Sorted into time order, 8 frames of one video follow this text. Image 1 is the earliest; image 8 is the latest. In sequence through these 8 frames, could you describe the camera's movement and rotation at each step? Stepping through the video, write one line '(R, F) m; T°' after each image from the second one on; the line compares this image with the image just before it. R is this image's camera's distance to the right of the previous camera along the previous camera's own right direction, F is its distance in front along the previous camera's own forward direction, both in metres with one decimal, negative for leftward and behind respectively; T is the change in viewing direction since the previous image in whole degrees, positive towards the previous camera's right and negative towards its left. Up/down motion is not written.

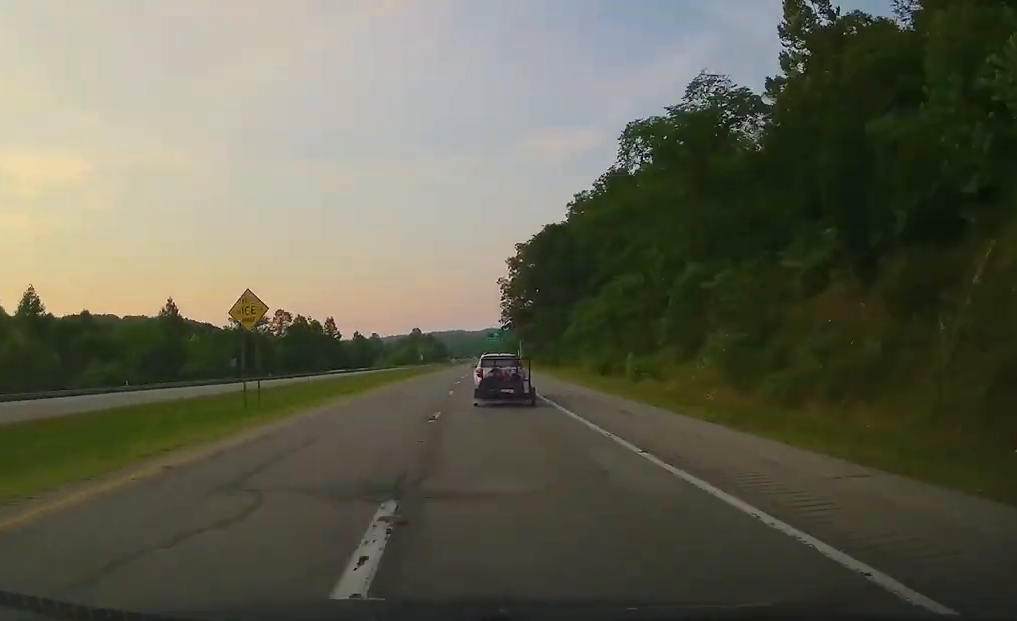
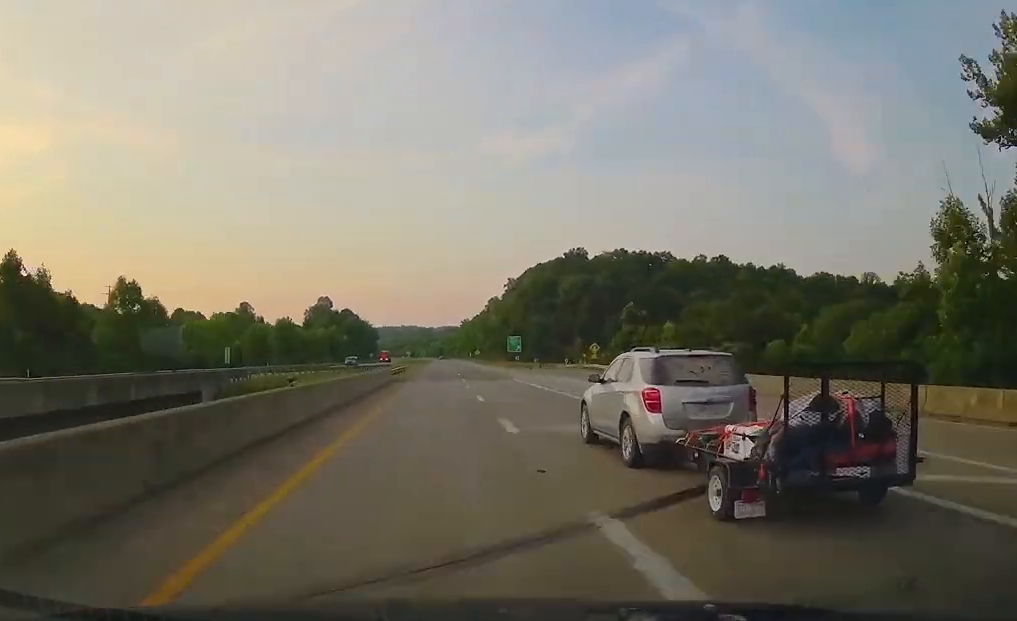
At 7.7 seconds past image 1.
(+12.1, +258.7) m; +4°
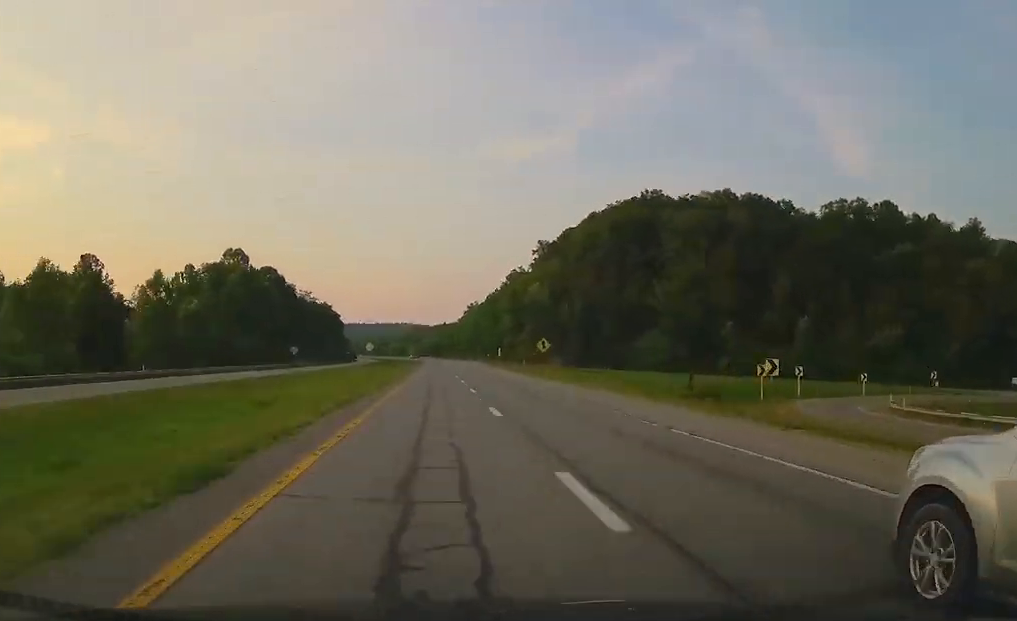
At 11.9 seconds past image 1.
(+0.5, +139.7) m; -1°
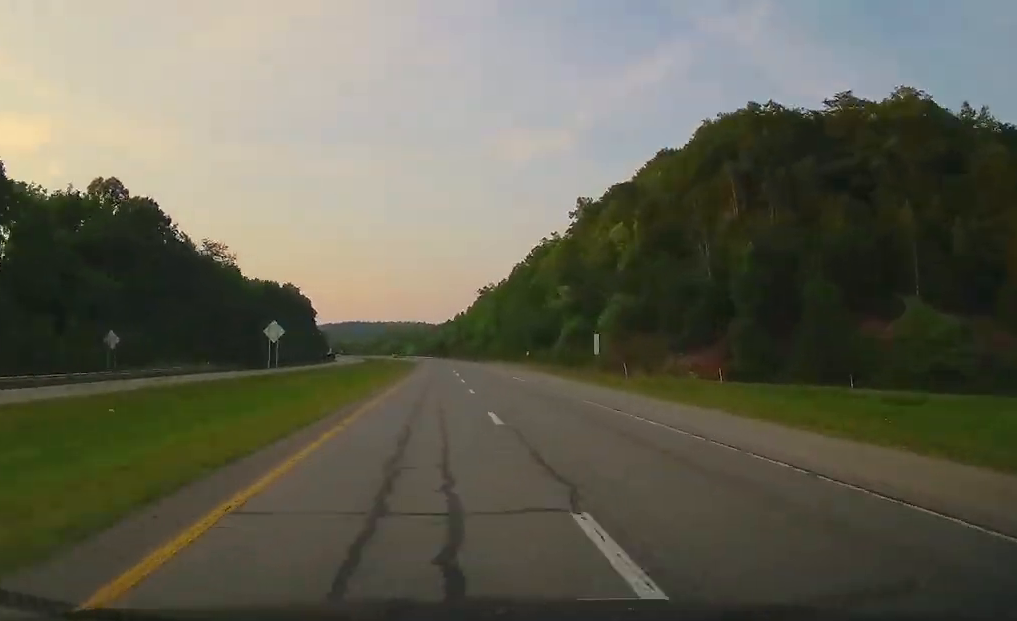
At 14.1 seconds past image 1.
(-0.7, +76.9) m; -1°
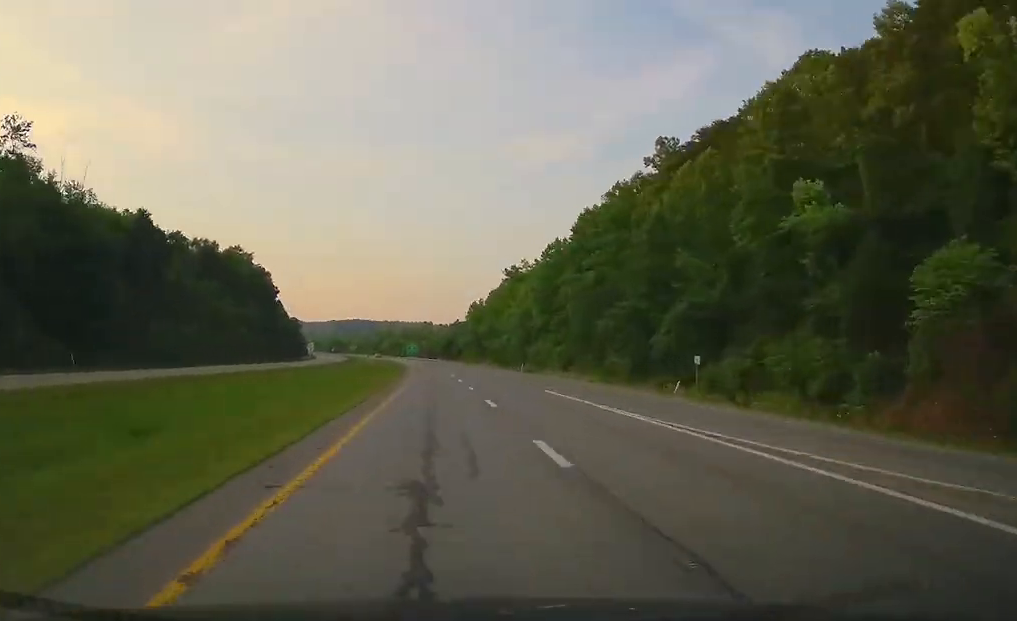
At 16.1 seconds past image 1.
(-1.1, +68.2) m; -2°
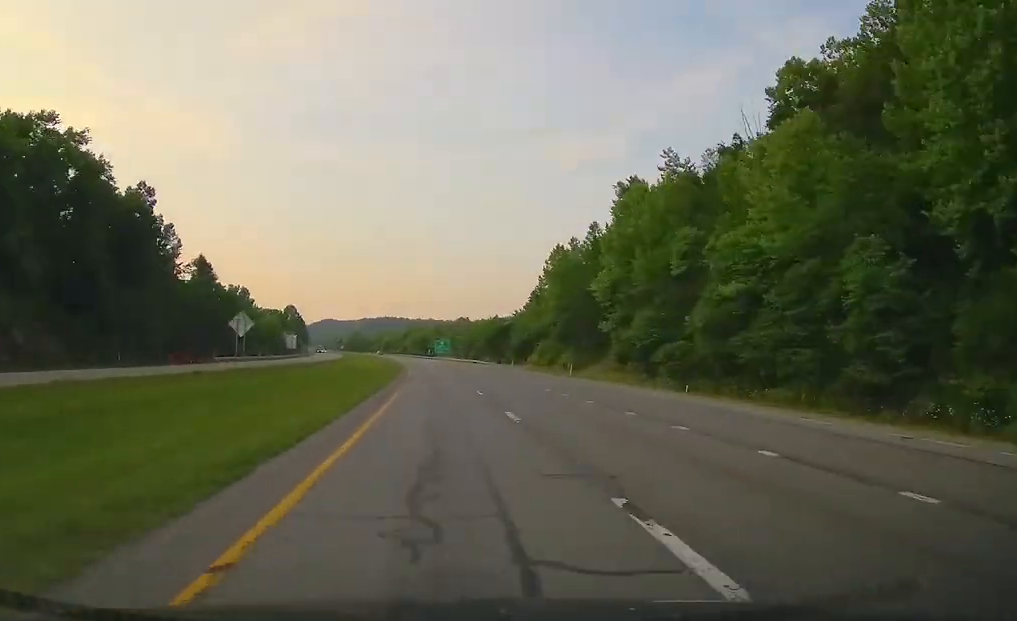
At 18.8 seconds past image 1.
(-0.2, +91.2) m; -2°
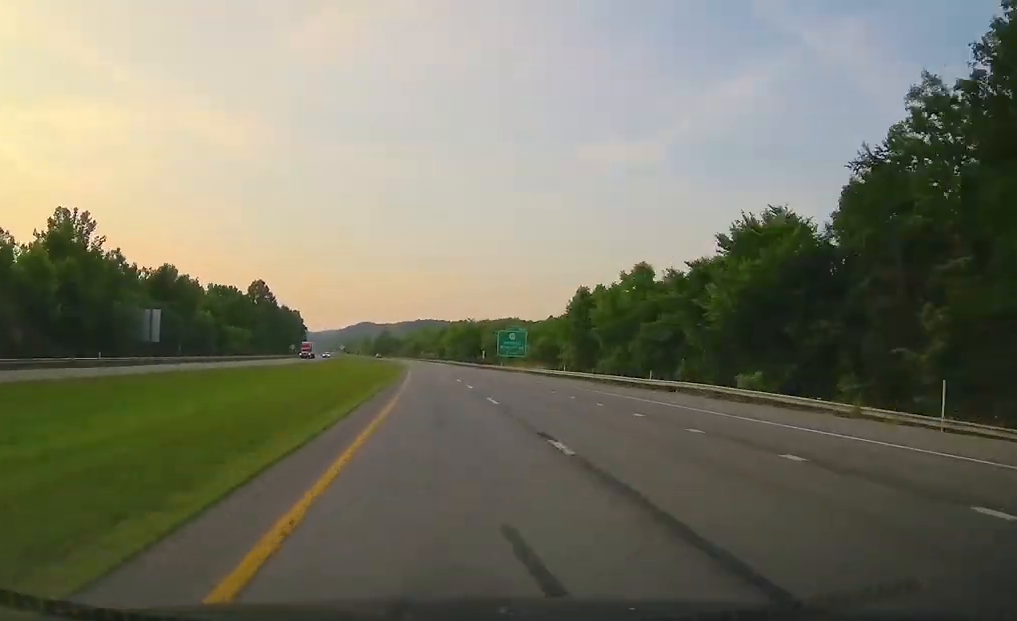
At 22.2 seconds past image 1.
(-4.2, +115.7) m; -4°
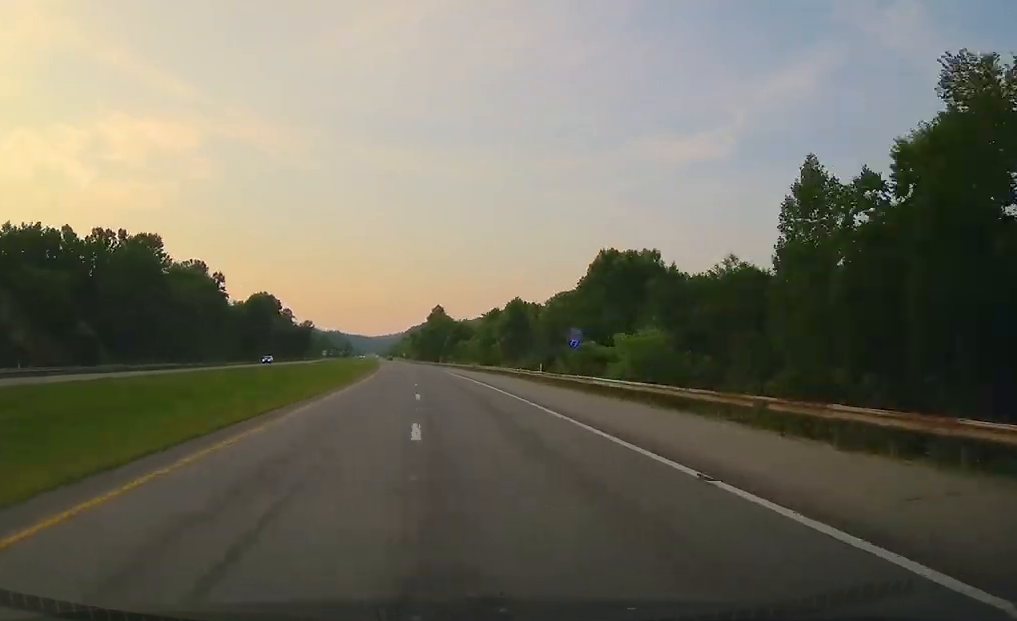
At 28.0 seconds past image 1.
(-11.7, +203.9) m; -6°
